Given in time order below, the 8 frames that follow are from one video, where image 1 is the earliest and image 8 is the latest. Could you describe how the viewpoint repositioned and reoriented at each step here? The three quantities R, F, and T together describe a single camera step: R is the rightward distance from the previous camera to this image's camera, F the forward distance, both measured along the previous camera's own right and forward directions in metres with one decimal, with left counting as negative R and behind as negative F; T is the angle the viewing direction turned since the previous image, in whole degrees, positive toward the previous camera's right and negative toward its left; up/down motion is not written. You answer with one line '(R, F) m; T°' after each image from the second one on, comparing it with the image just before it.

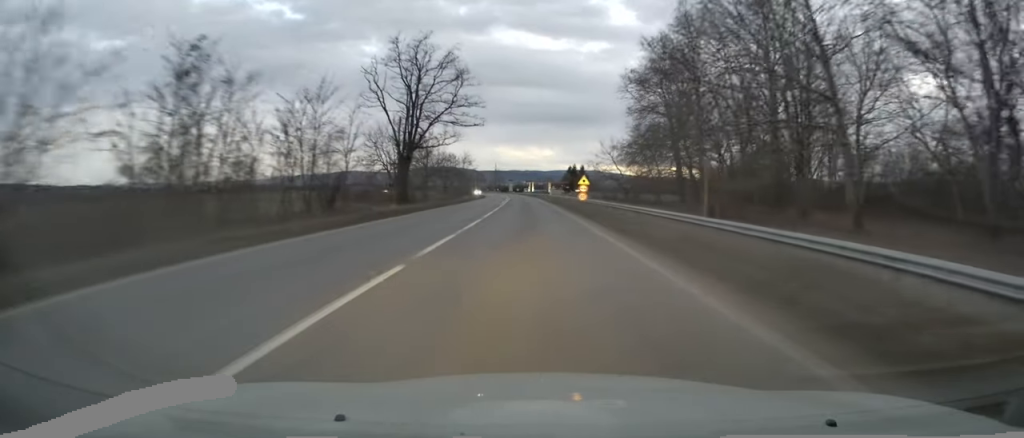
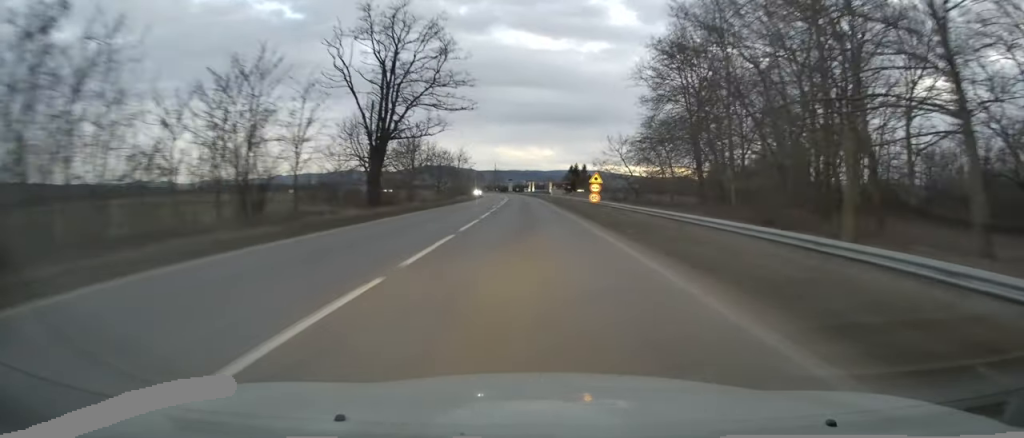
(0.0, +9.0) m; 0°
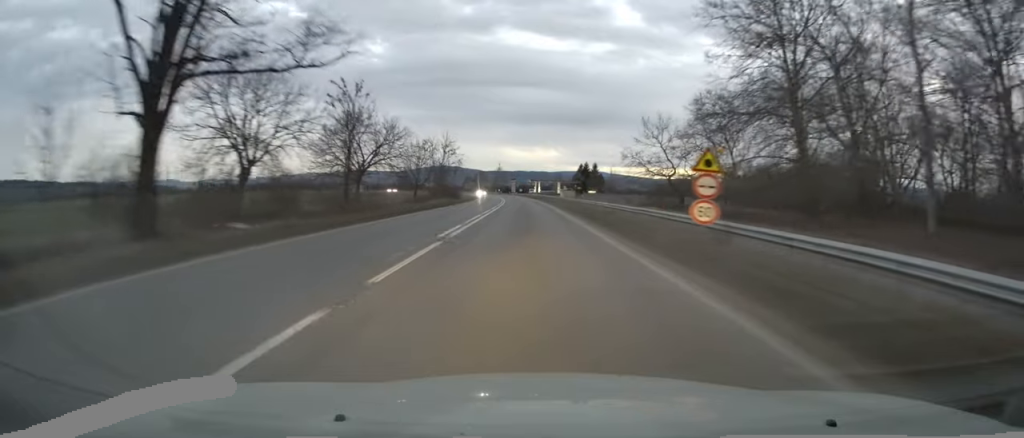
(-0.1, +25.2) m; 0°
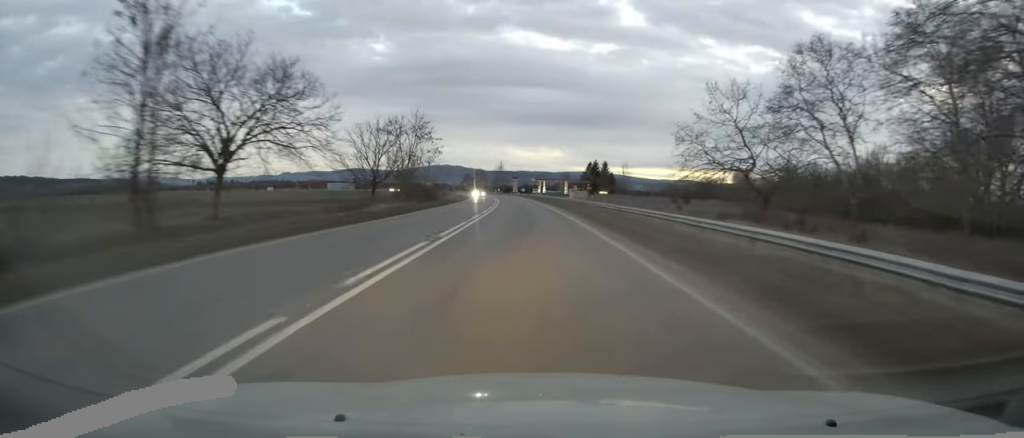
(+0.1, +24.0) m; 0°
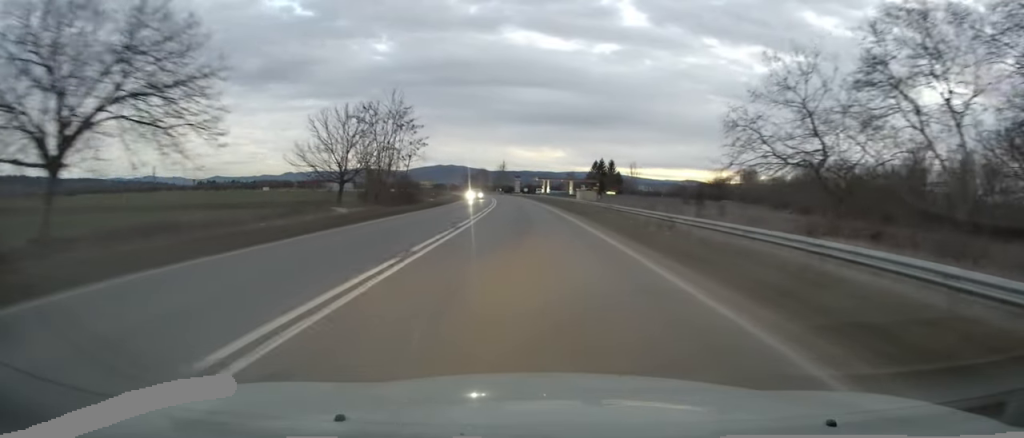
(-0.1, +11.2) m; 0°
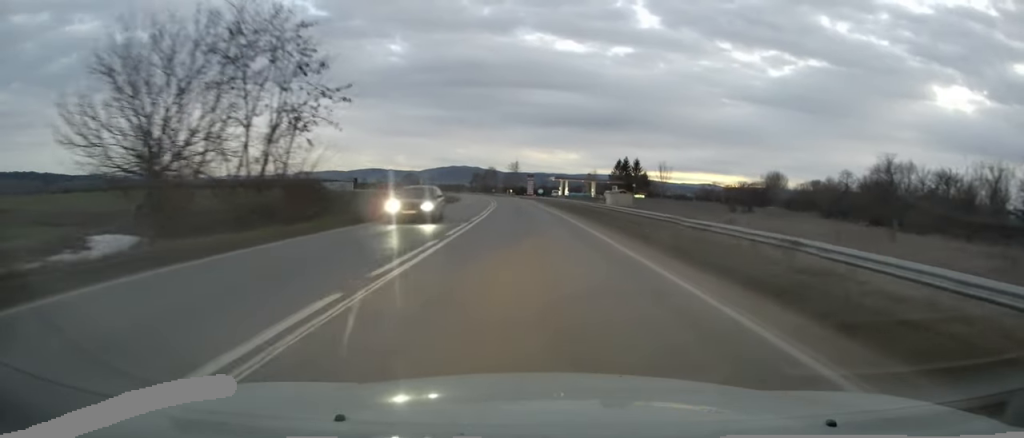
(-0.2, +26.7) m; -1°
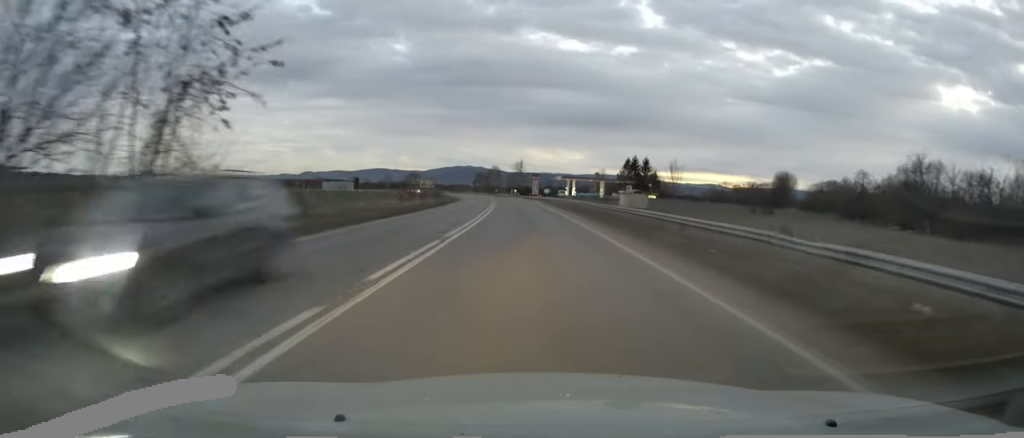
(-0.1, +8.4) m; 0°
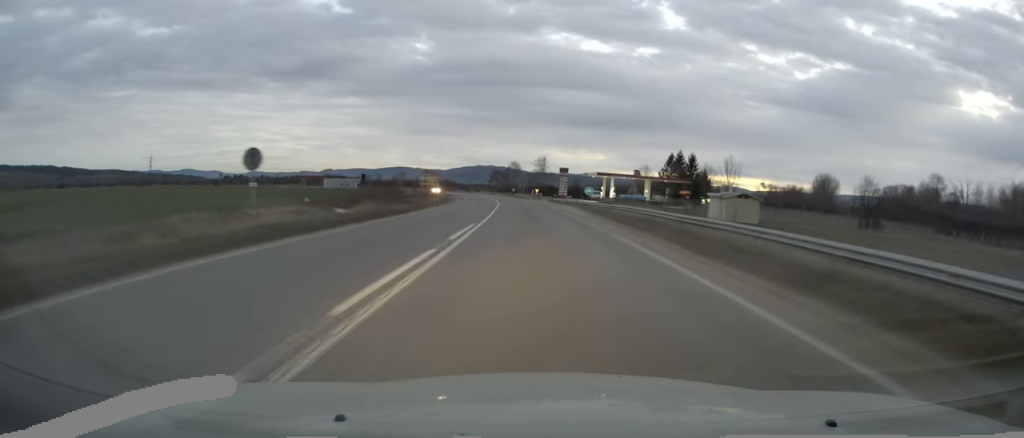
(-0.4, +32.8) m; -1°
